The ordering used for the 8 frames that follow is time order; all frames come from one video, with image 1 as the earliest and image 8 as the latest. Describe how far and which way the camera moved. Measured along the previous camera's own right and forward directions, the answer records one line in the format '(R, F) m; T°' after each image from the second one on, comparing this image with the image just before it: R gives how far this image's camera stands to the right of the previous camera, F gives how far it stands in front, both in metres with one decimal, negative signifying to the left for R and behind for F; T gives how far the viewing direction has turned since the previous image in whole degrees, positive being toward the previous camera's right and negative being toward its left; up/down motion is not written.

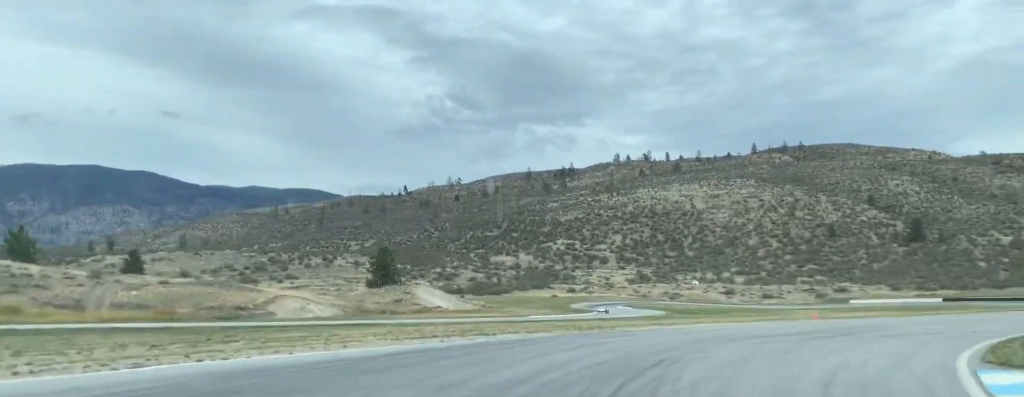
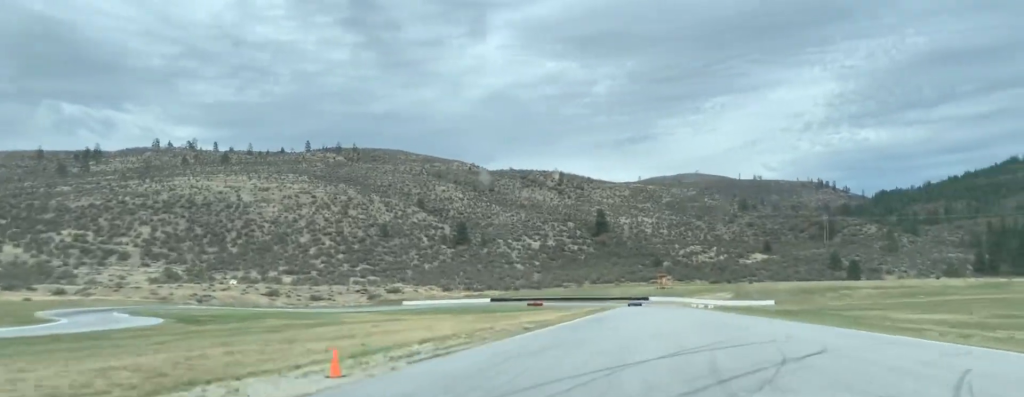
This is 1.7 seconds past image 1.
(+14.6, +37.4) m; +42°
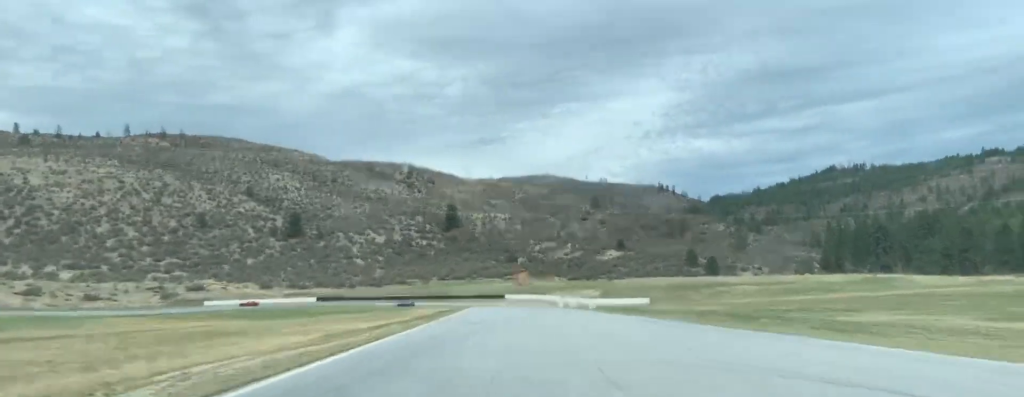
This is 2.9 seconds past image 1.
(+5.5, +38.0) m; +8°
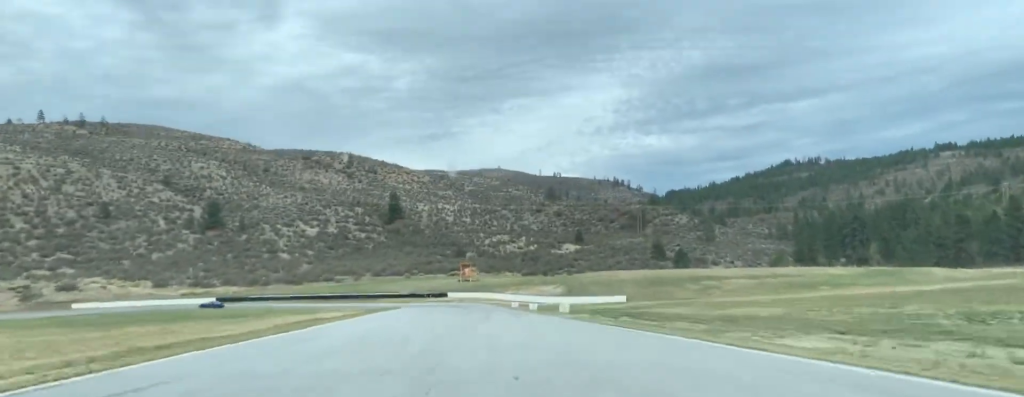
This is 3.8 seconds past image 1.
(-0.1, +32.8) m; -1°
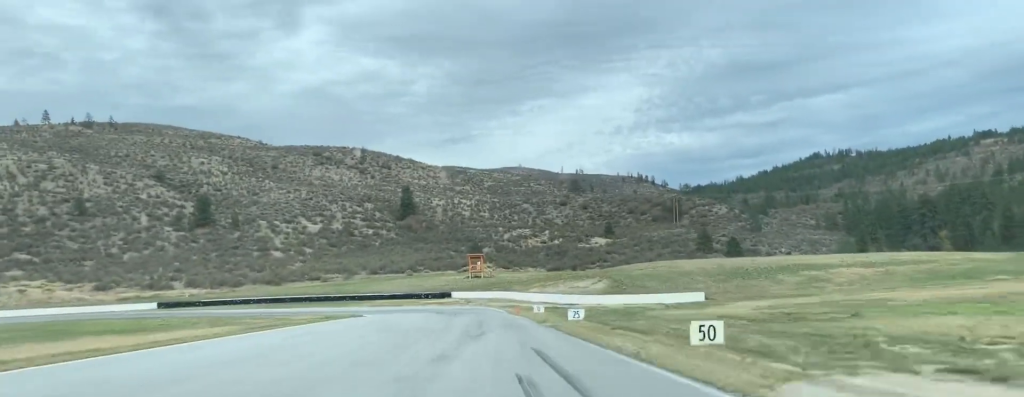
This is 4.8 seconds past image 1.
(-0.2, +38.2) m; 0°
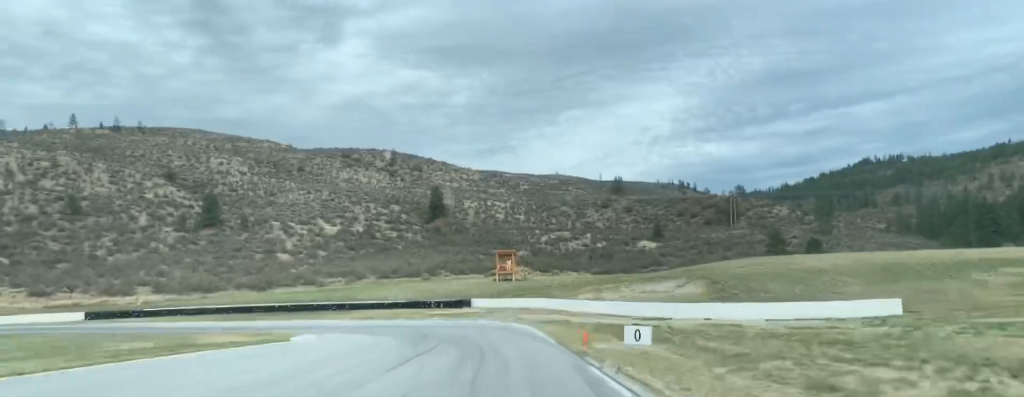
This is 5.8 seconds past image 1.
(-0.1, +34.4) m; -2°
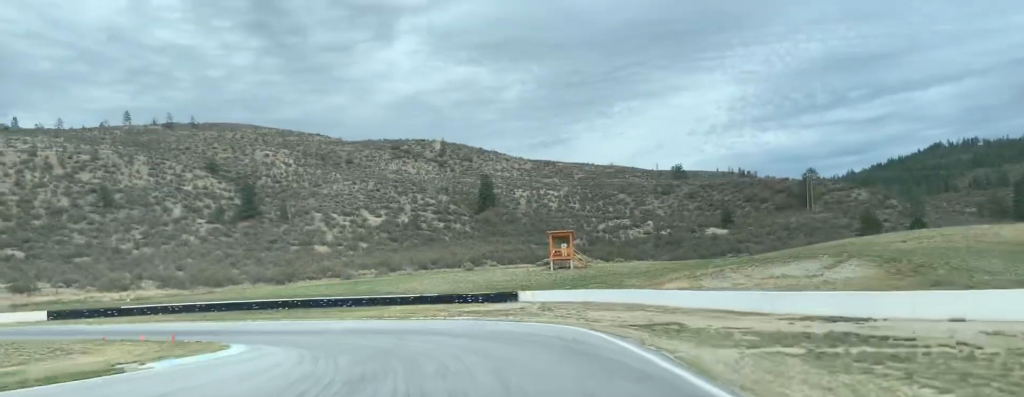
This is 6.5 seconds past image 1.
(-0.1, +23.9) m; -6°
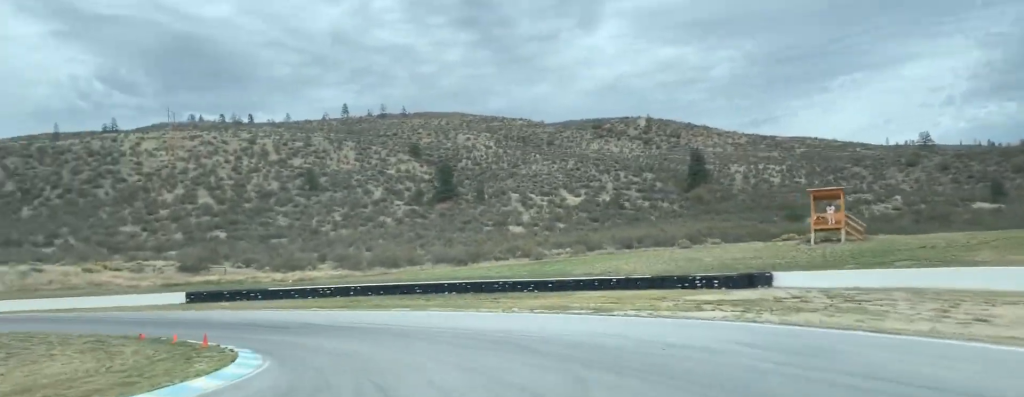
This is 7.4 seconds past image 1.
(-2.5, +24.5) m; -14°
